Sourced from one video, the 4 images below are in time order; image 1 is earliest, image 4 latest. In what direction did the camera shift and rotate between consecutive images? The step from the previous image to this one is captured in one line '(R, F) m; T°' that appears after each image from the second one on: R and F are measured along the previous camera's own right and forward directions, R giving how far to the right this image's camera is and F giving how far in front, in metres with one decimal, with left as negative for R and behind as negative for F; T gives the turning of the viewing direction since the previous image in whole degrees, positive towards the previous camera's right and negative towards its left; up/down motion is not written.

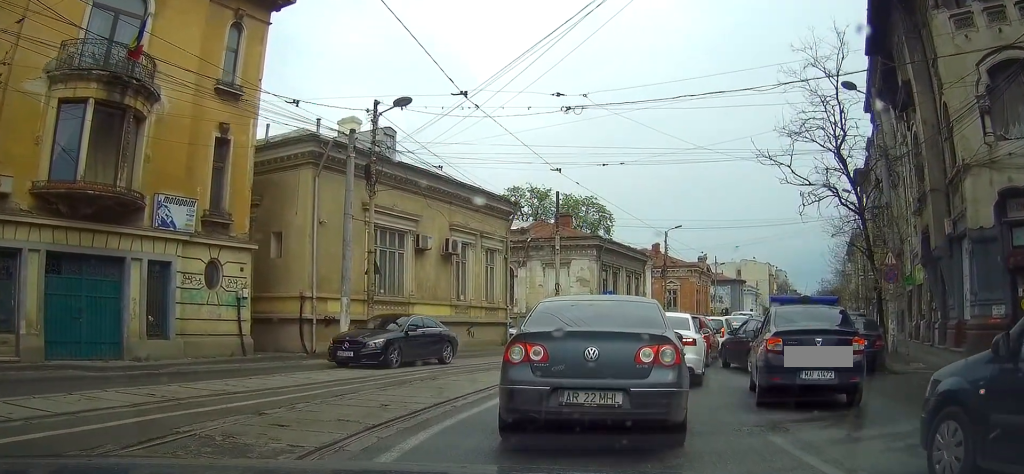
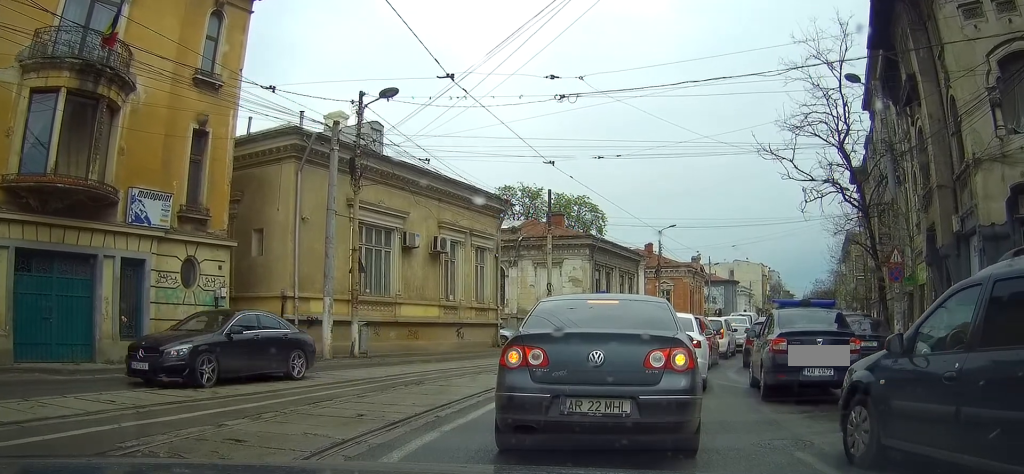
(+0.2, +1.4) m; 0°
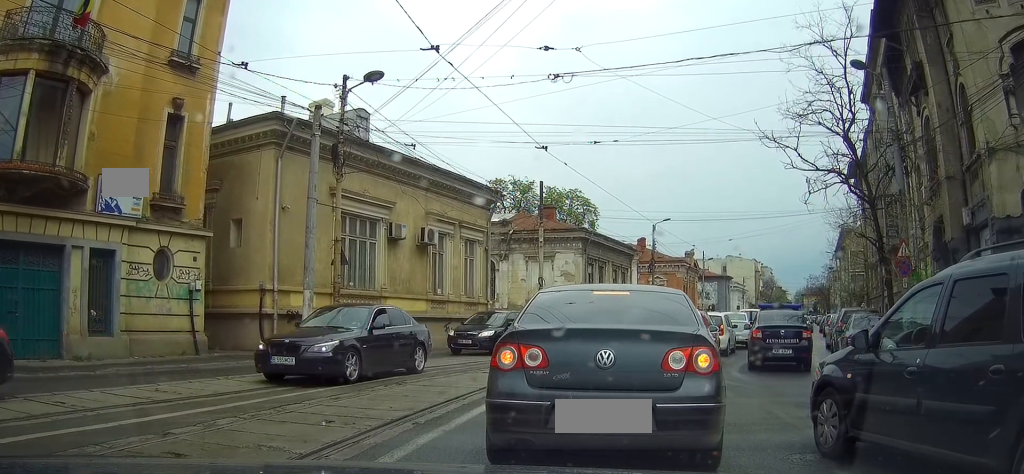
(+0.4, +1.0) m; 0°
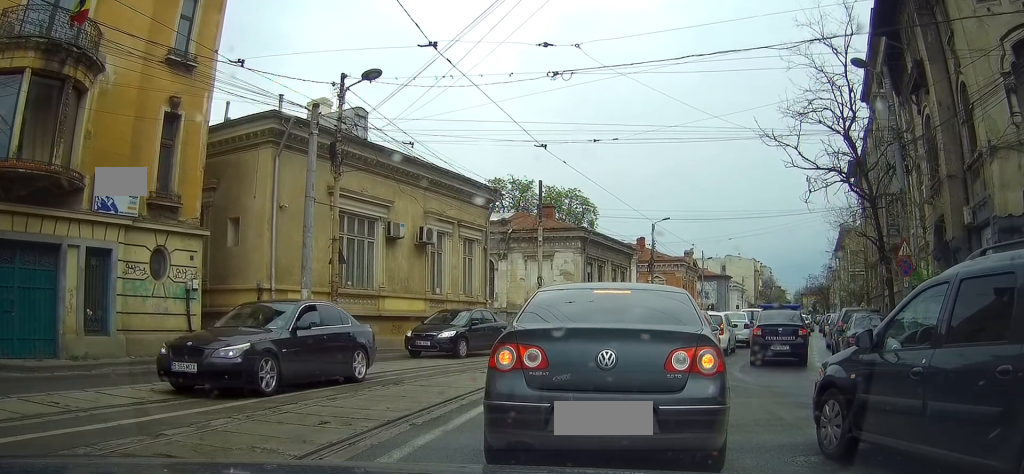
(0.0, +0.1) m; 0°
